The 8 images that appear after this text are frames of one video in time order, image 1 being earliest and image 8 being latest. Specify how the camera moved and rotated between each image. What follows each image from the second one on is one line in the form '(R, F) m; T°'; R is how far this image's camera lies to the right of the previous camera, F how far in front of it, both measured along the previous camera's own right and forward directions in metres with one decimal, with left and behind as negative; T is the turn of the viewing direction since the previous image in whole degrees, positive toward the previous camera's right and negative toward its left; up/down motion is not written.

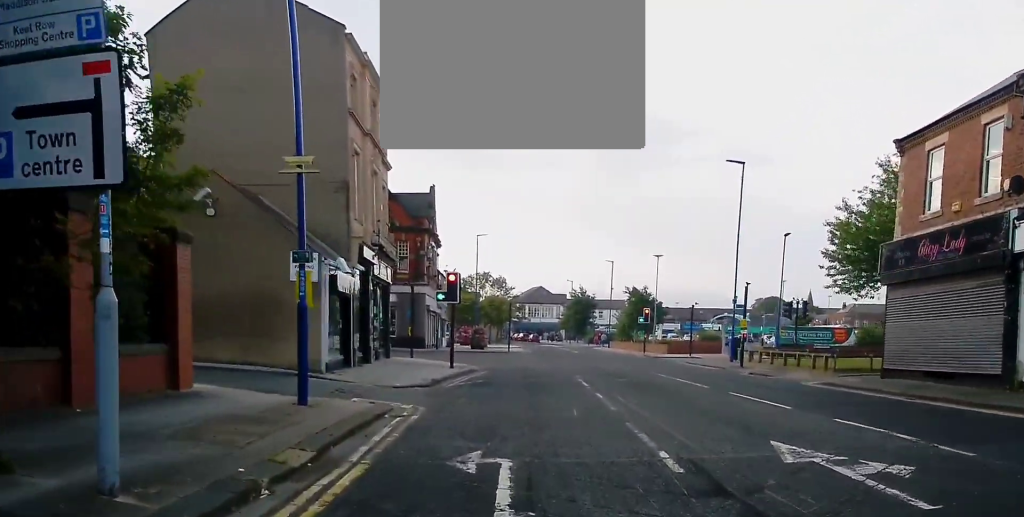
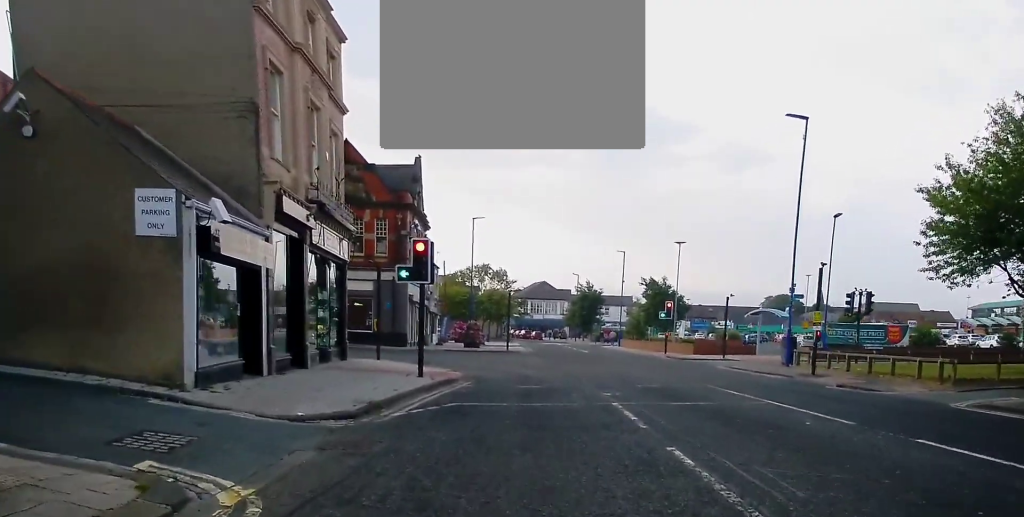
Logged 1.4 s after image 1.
(+0.4, +9.3) m; +2°
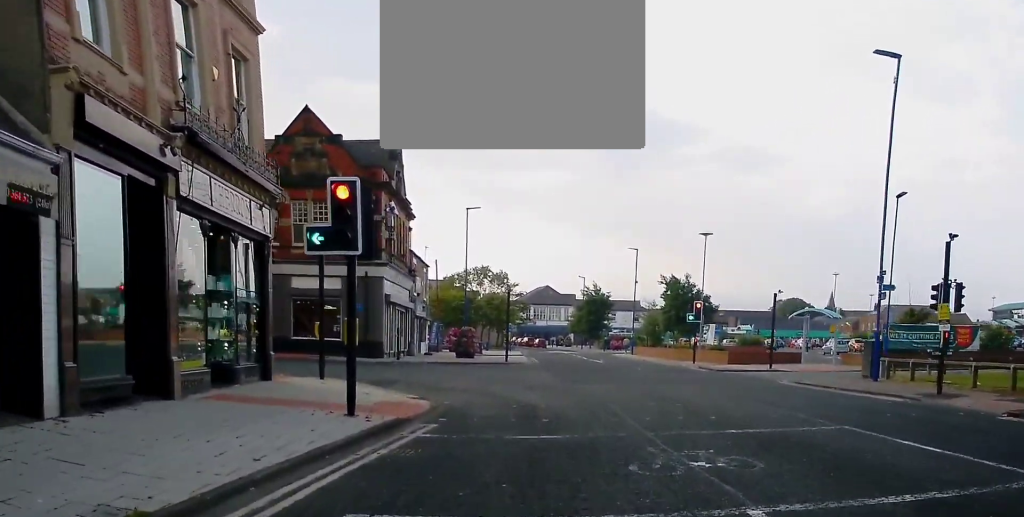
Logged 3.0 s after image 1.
(-0.5, +8.9) m; -3°
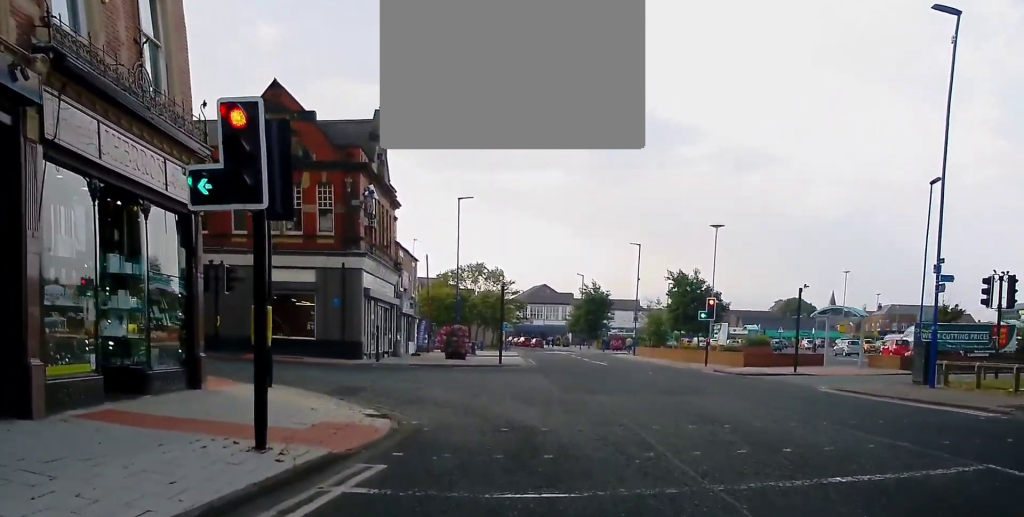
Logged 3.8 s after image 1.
(+0.3, +4.1) m; +2°
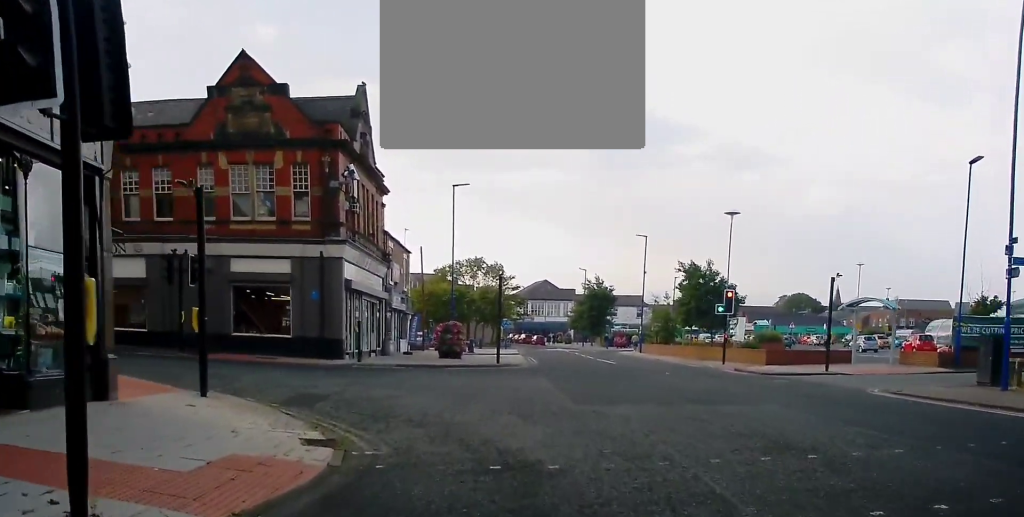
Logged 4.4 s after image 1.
(0.0, +3.4) m; 0°
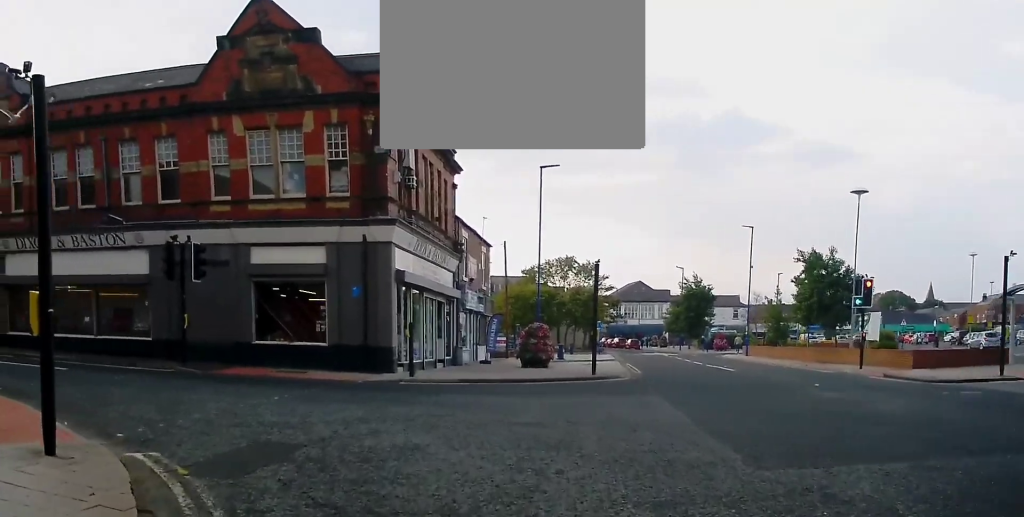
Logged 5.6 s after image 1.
(-0.2, +6.6) m; -9°
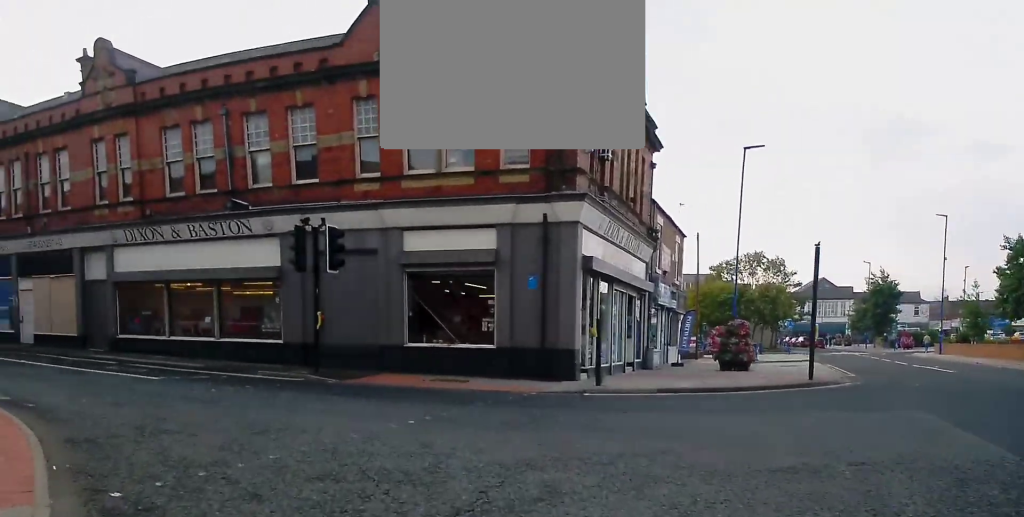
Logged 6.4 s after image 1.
(-0.3, +4.0) m; -11°
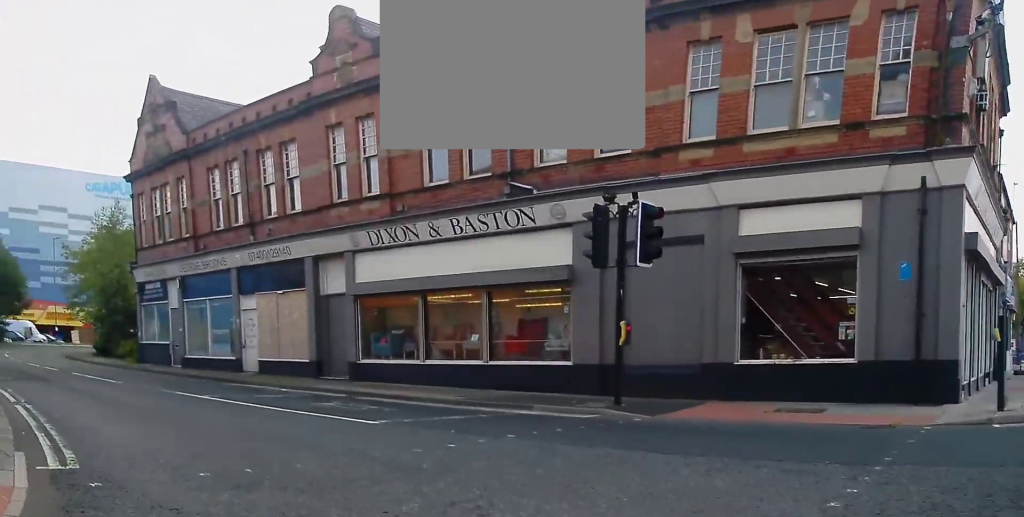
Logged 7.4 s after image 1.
(-0.9, +5.1) m; -20°
